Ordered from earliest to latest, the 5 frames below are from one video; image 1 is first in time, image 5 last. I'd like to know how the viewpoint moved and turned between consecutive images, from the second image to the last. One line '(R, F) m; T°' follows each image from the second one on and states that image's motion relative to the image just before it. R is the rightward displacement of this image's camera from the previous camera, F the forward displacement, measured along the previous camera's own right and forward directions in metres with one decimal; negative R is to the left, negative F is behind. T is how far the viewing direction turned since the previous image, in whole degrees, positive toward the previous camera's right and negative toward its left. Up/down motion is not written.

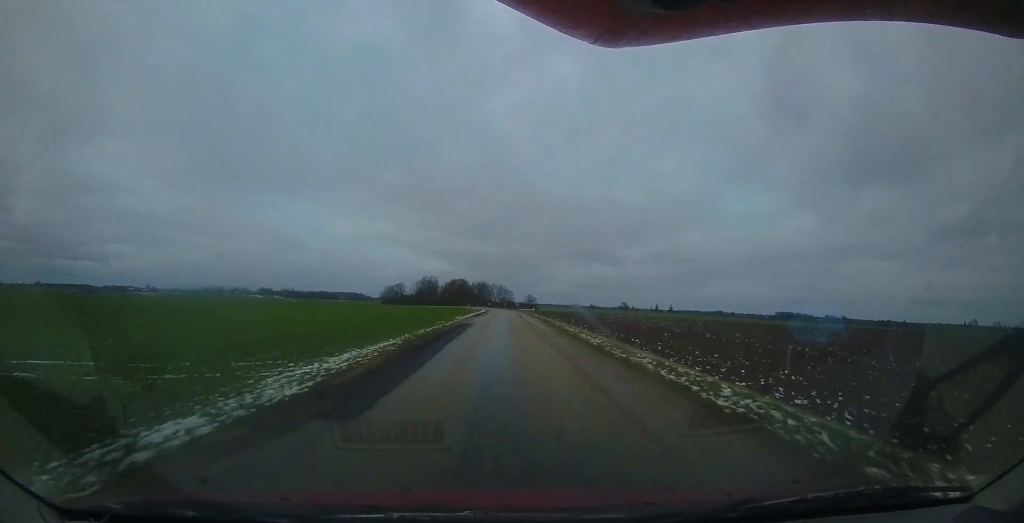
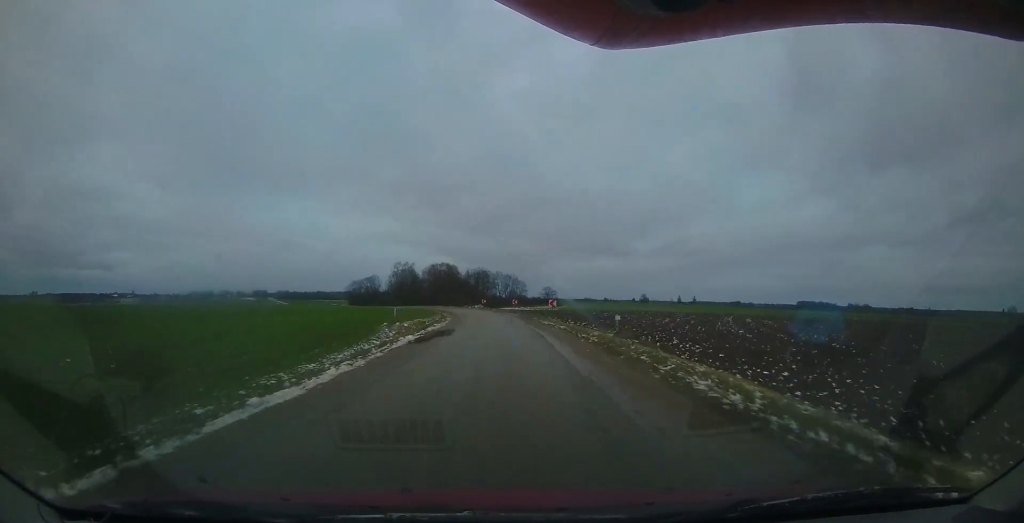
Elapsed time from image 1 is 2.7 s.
(+1.2, +62.5) m; +3°
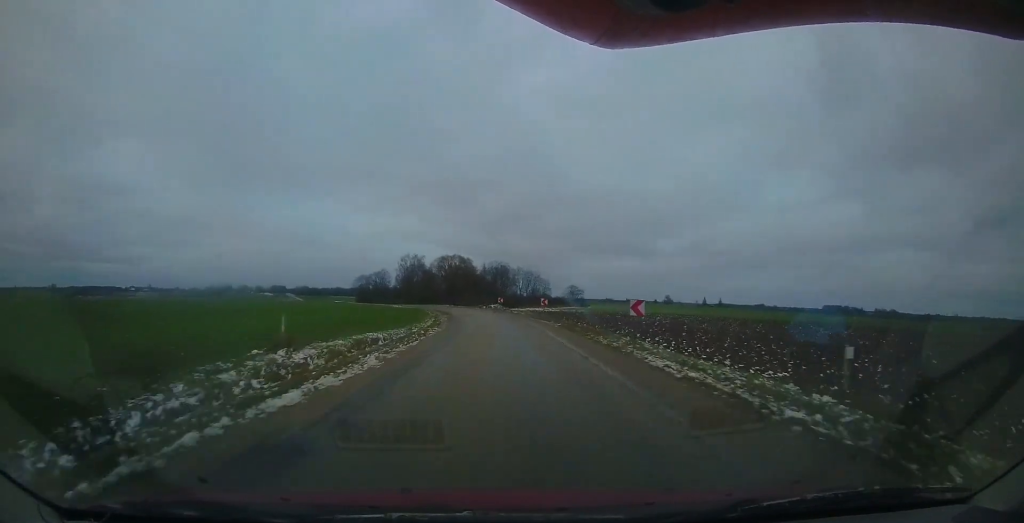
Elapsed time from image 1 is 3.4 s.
(-0.1, +16.1) m; -2°
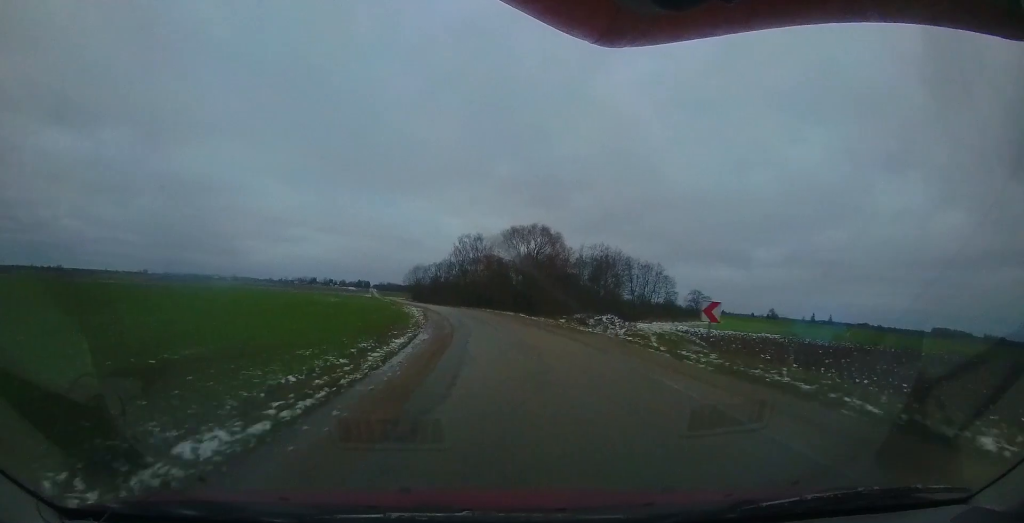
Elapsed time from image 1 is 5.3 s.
(-2.8, +40.0) m; -9°
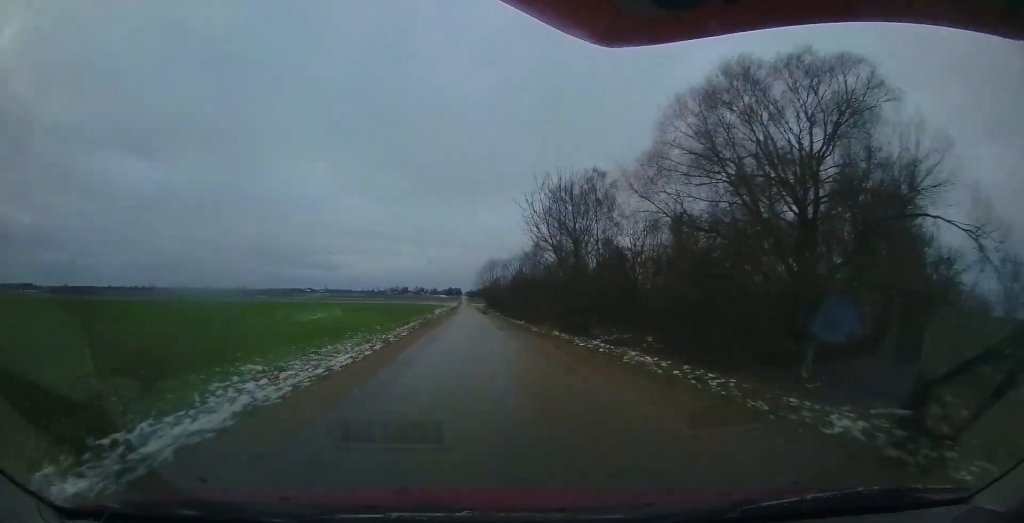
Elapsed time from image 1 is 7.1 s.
(-4.0, +38.2) m; -14°
